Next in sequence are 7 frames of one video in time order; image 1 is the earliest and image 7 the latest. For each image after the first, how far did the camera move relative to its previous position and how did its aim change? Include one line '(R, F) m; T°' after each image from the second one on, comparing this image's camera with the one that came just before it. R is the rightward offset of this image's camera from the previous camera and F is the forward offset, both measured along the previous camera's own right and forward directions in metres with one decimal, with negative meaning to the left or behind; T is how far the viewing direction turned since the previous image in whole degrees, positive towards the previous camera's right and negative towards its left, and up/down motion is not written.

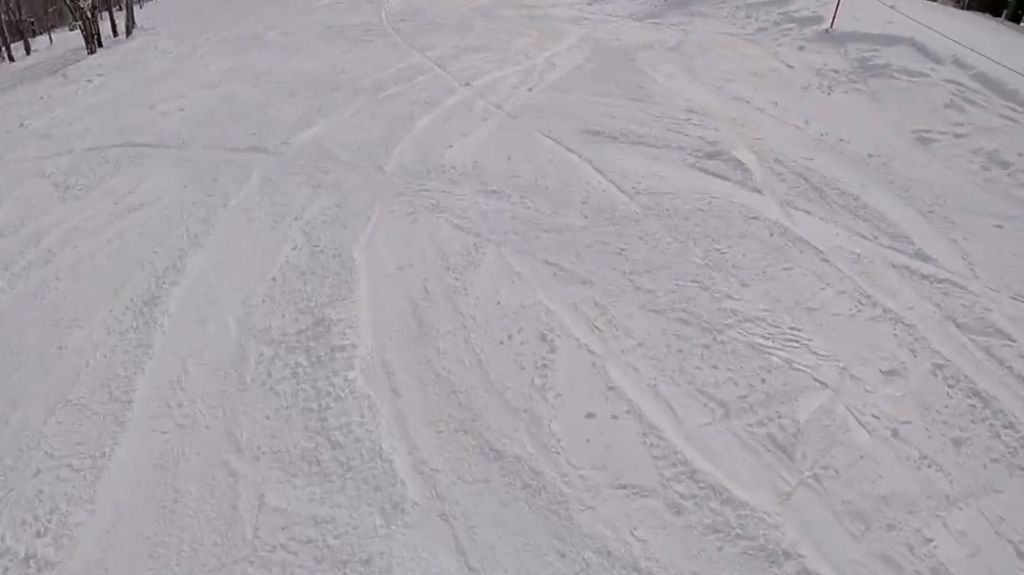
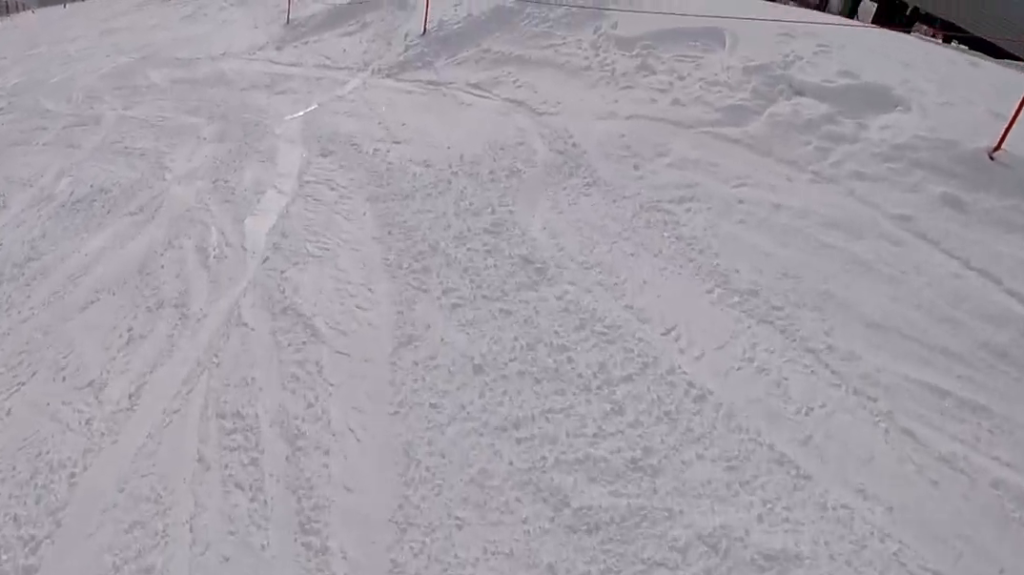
(0.0, +8.8) m; -18°
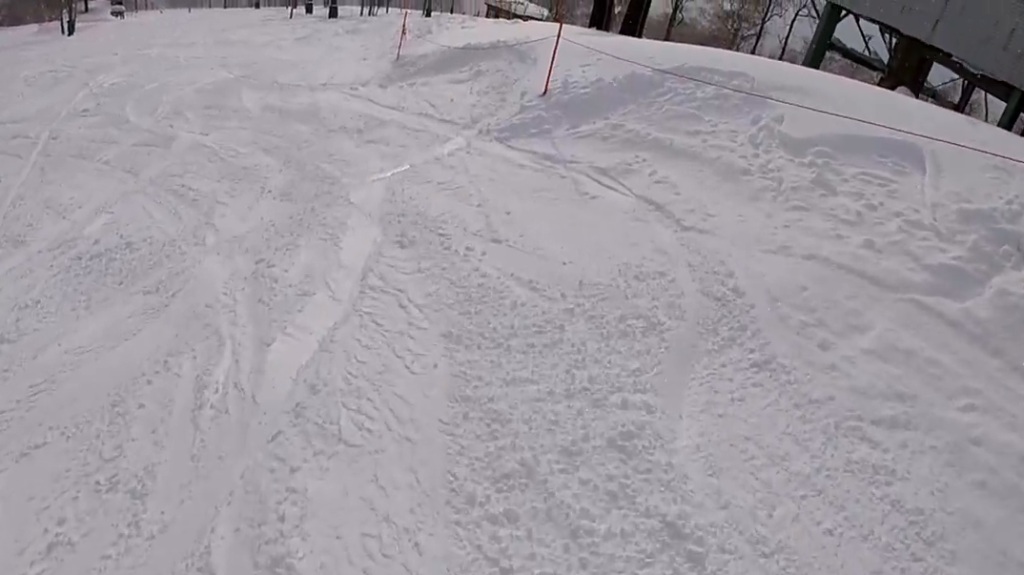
(-0.5, +1.7) m; -8°
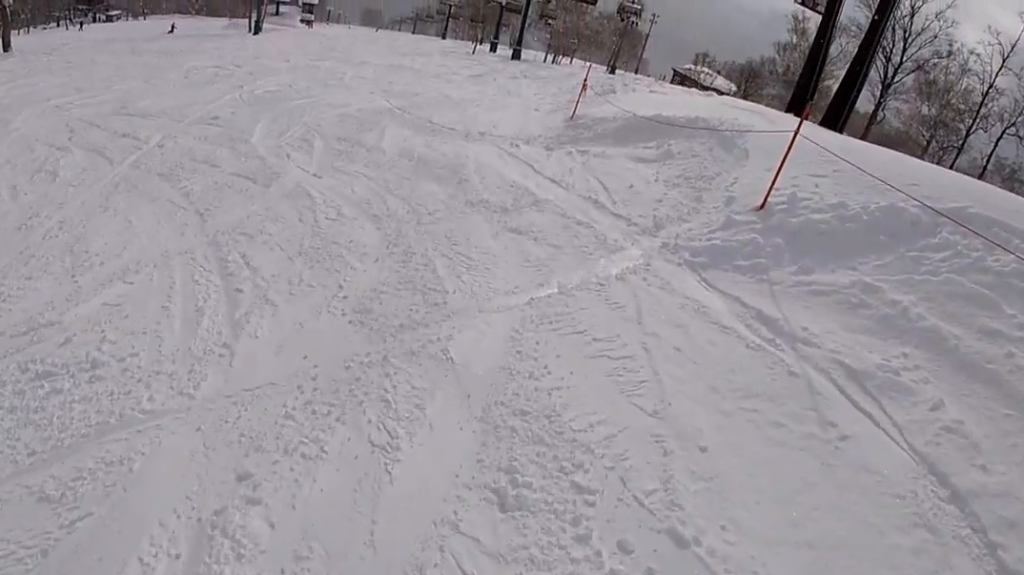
(-0.4, +2.5) m; -11°
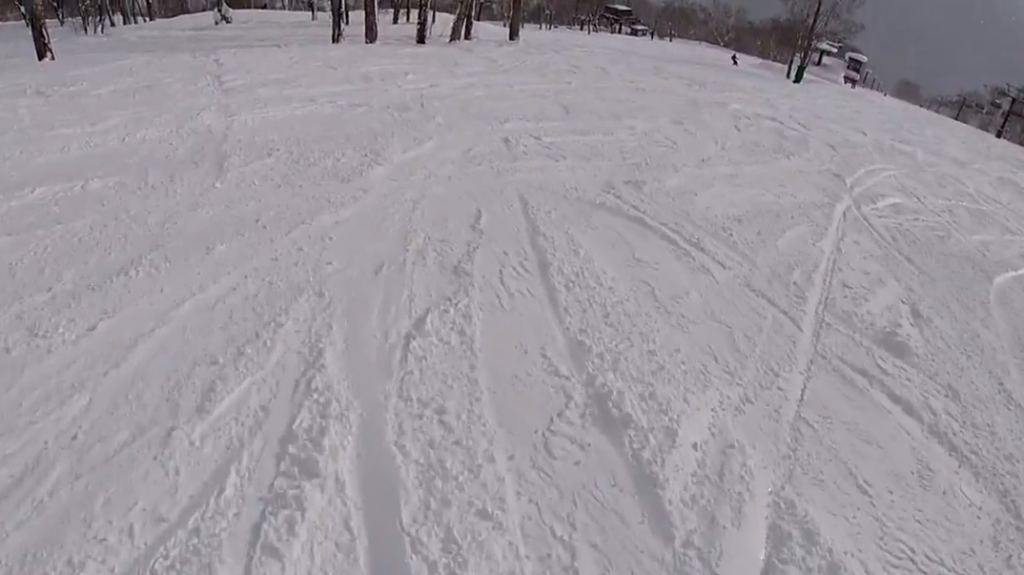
(-2.0, +9.6) m; -3°
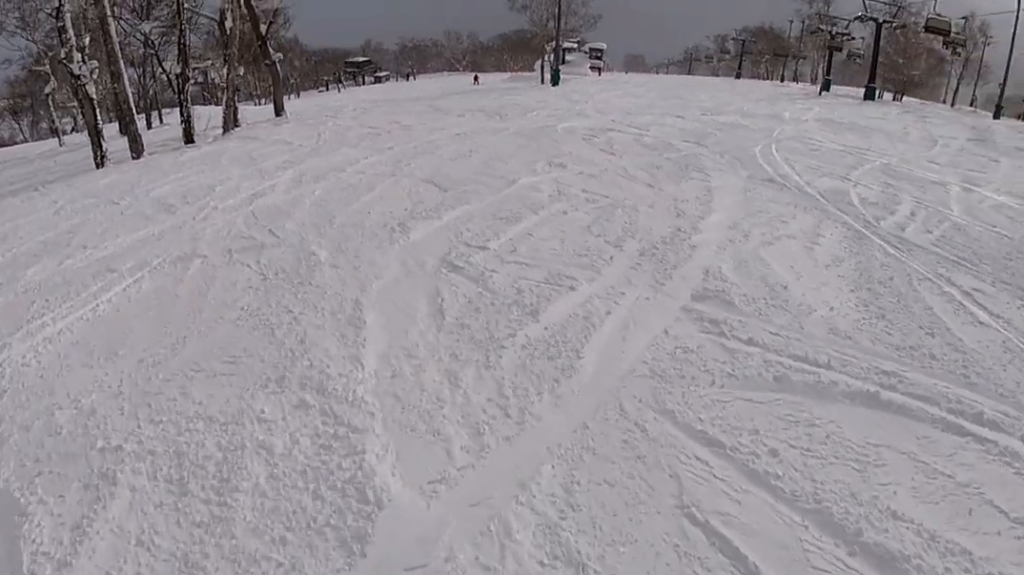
(+1.1, +4.2) m; +21°
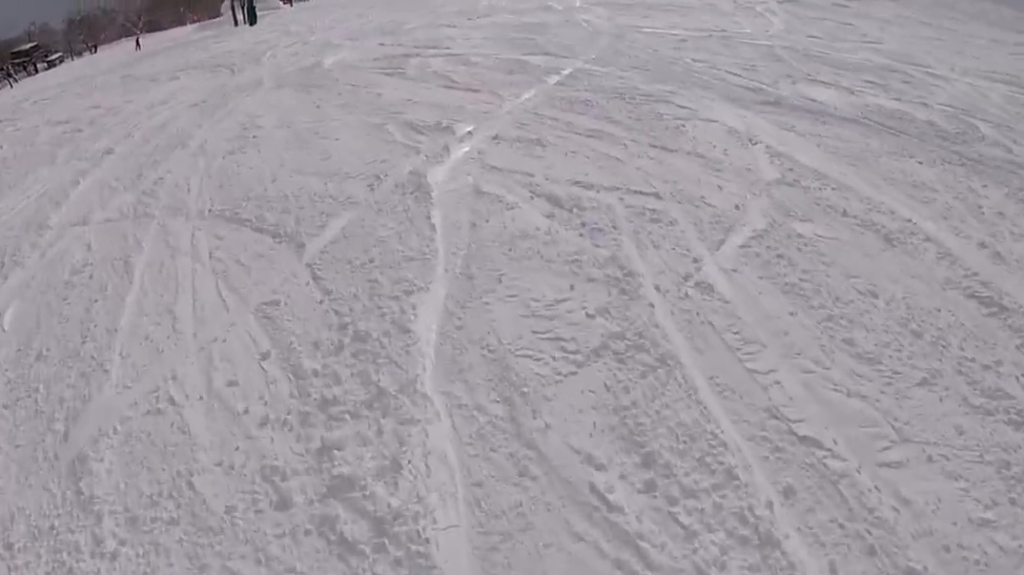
(+0.8, +5.4) m; +15°
